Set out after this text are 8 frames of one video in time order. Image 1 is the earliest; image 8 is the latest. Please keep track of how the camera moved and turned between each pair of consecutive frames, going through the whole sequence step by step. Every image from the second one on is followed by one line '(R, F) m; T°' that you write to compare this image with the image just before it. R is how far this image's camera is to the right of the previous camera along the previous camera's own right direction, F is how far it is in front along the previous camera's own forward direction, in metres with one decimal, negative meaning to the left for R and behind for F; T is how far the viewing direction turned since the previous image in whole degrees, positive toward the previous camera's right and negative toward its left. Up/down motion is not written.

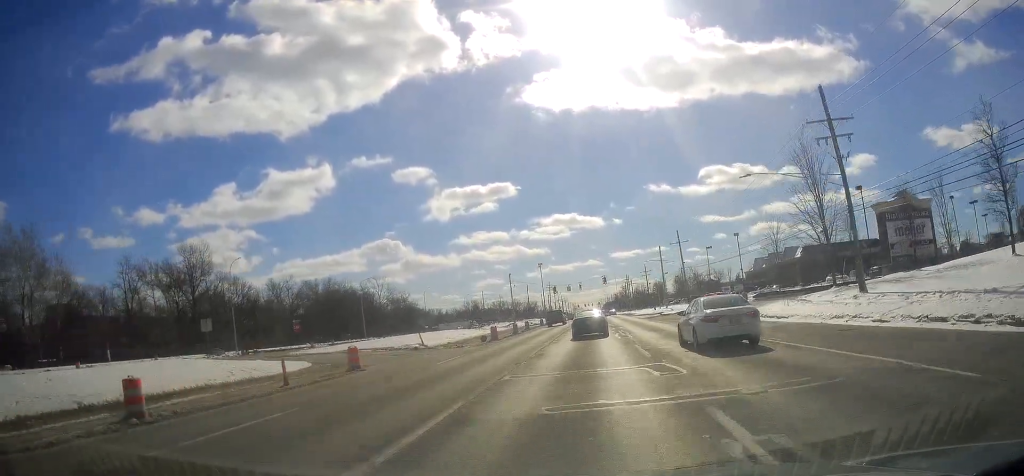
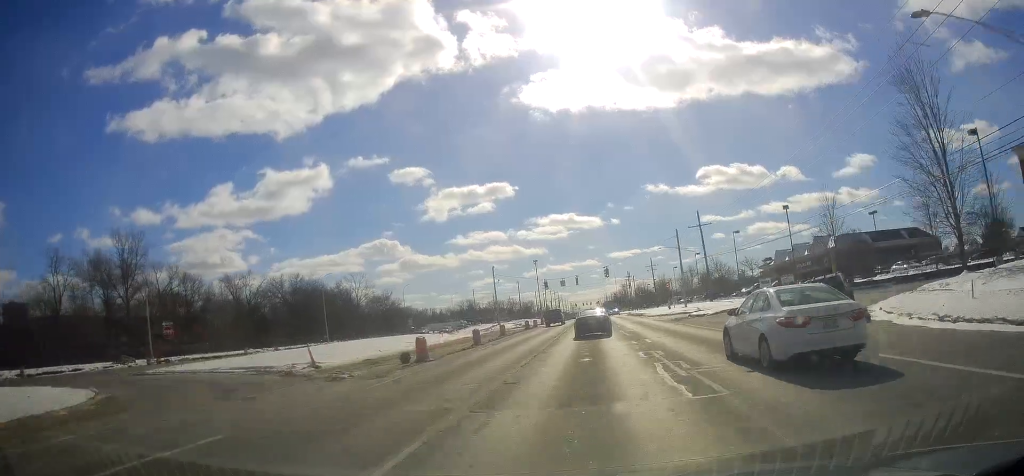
(-0.3, +18.3) m; 0°
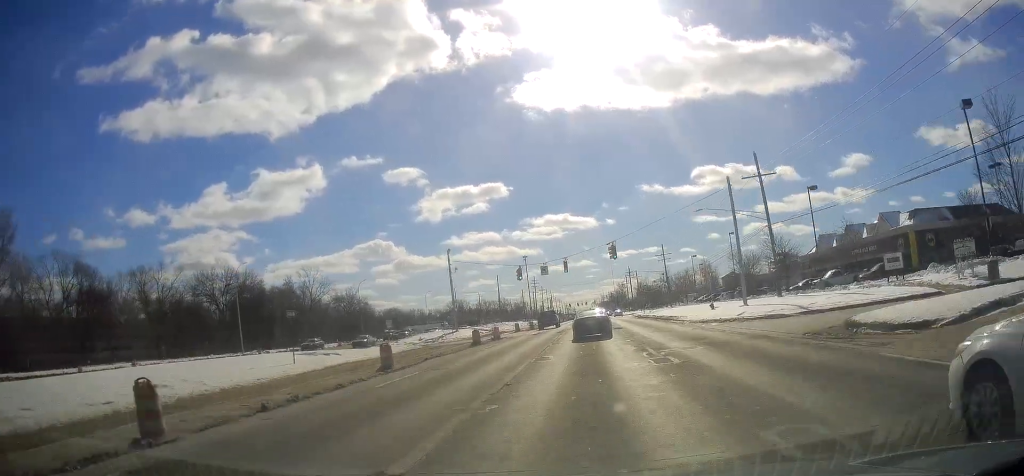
(+0.3, +28.0) m; -1°
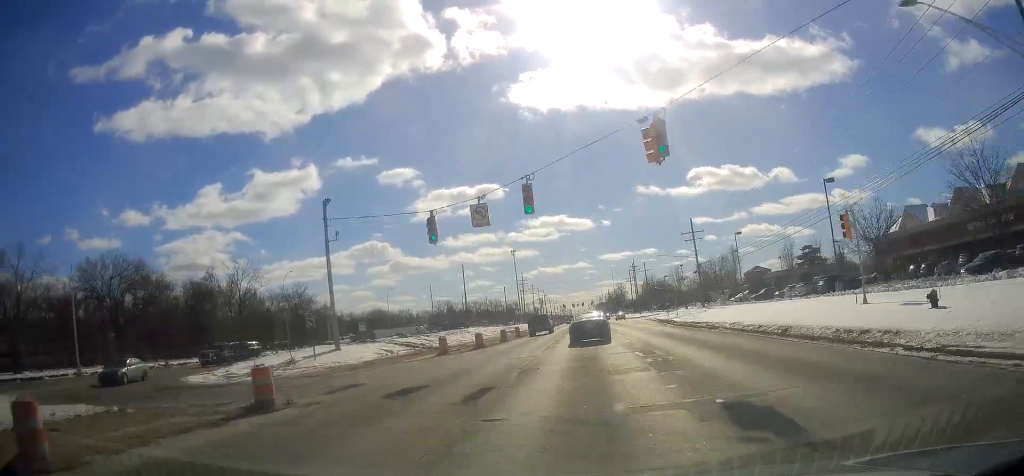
(-0.5, +32.0) m; +1°
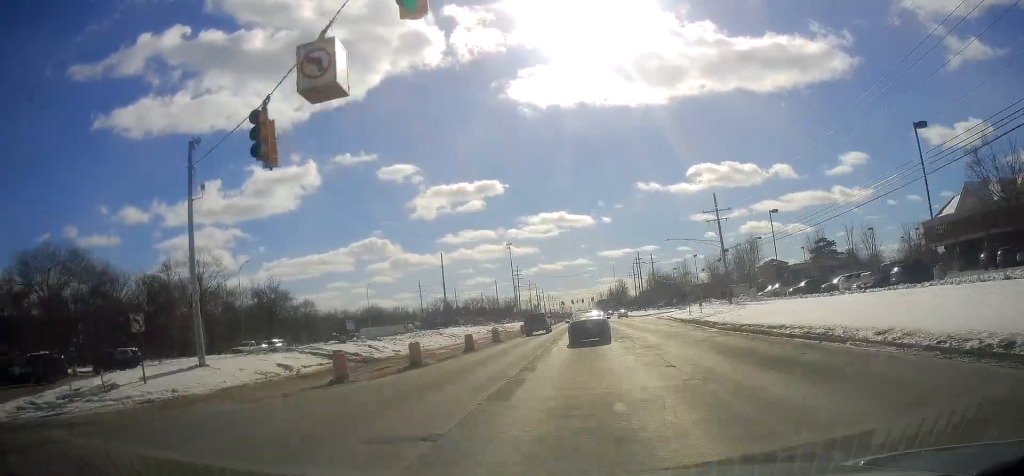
(+0.3, +13.9) m; +1°
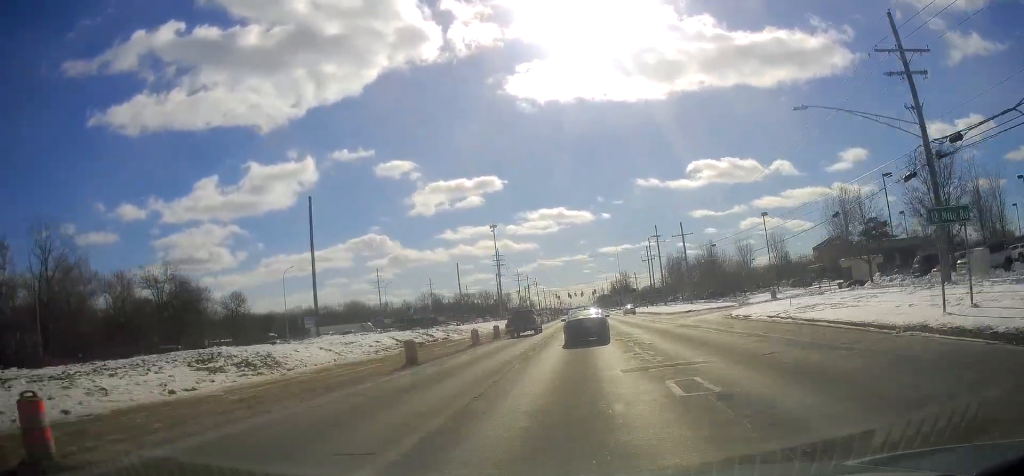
(-0.4, +39.0) m; -2°
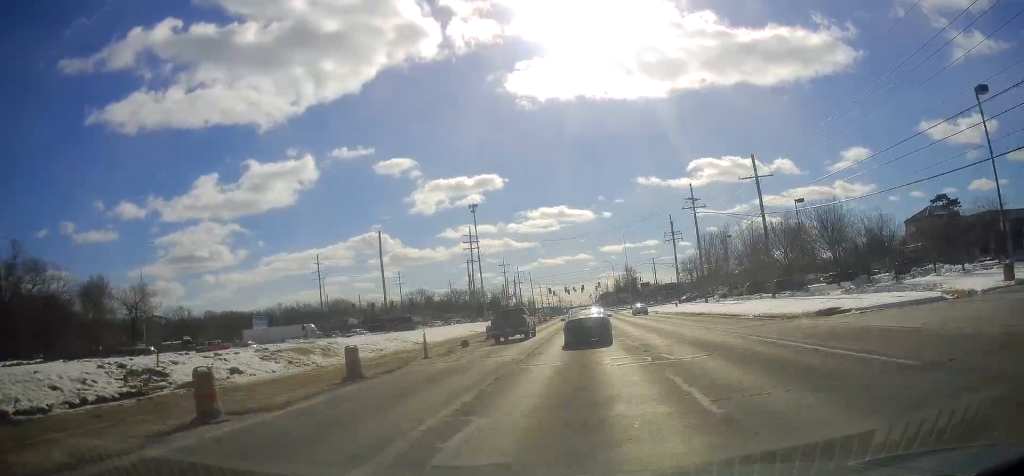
(+0.1, +36.1) m; +1°
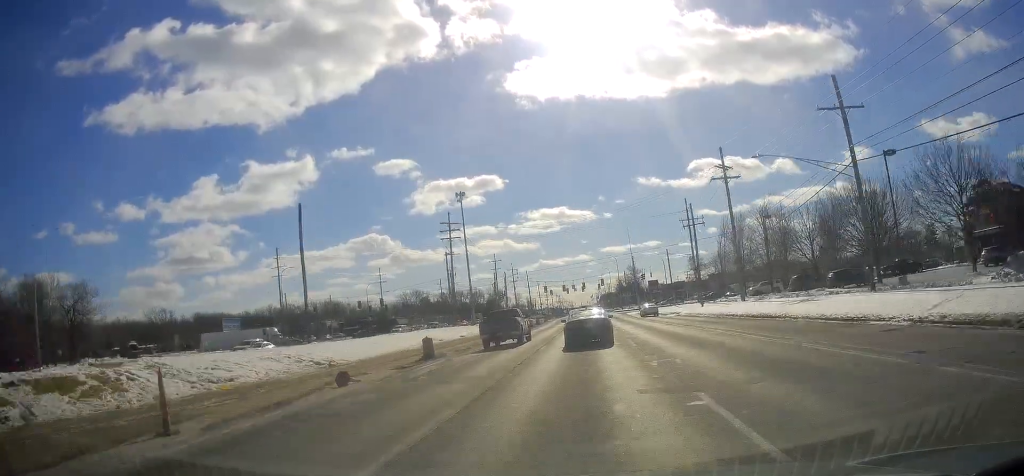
(+0.1, +17.1) m; 0°
